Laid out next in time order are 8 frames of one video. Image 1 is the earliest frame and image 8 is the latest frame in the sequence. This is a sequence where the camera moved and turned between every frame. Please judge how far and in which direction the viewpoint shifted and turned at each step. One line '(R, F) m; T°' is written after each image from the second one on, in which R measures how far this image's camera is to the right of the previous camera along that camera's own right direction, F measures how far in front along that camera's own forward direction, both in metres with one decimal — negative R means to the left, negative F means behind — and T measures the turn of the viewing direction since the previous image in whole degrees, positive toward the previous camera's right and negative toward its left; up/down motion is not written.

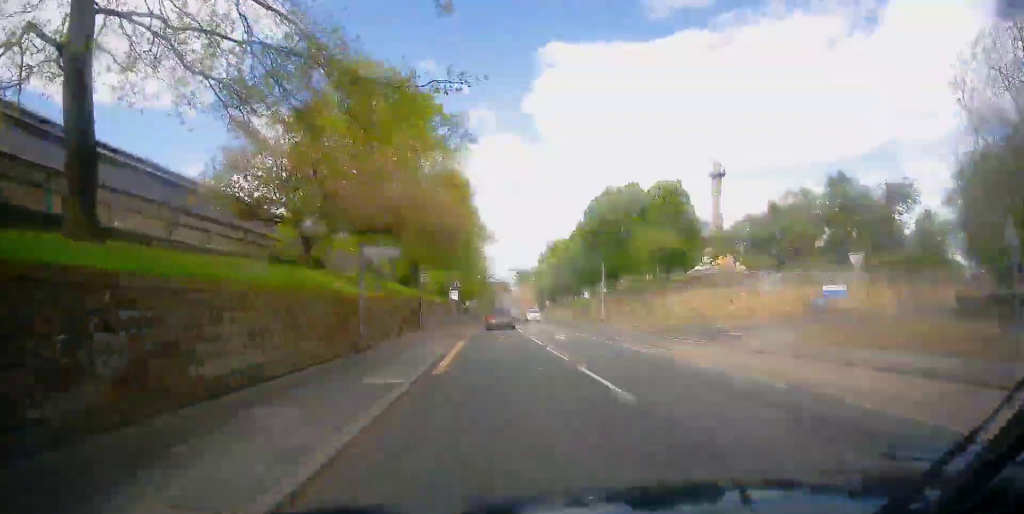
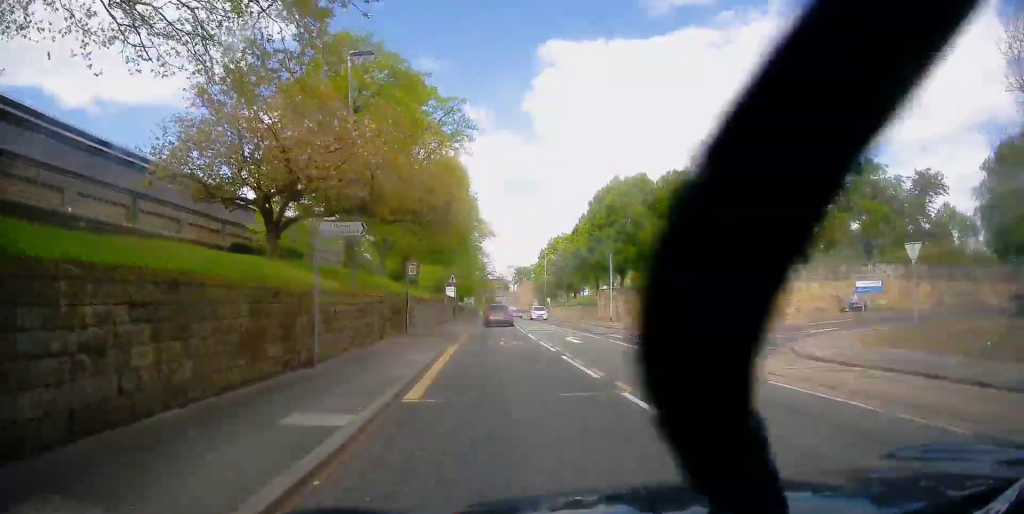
(0.0, +4.0) m; +1°
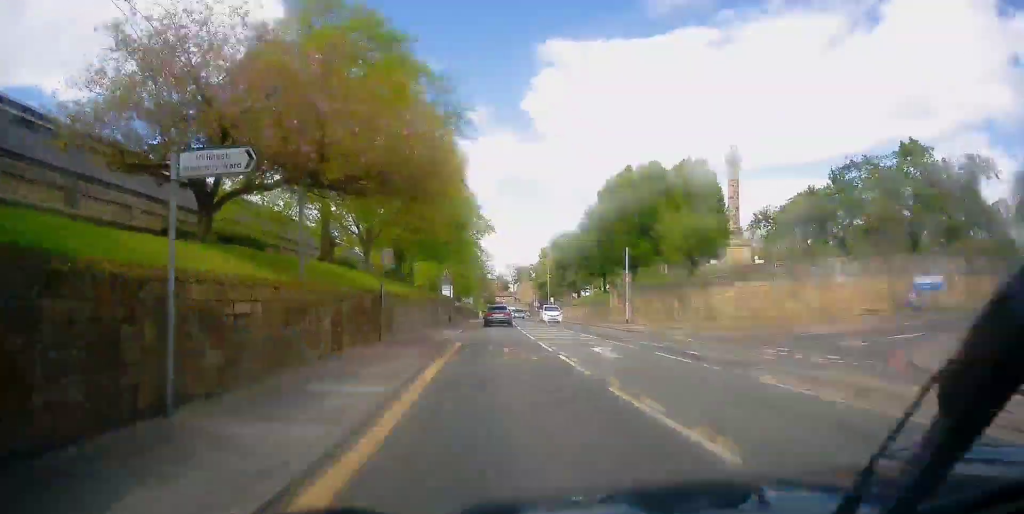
(+0.2, +5.5) m; +3°
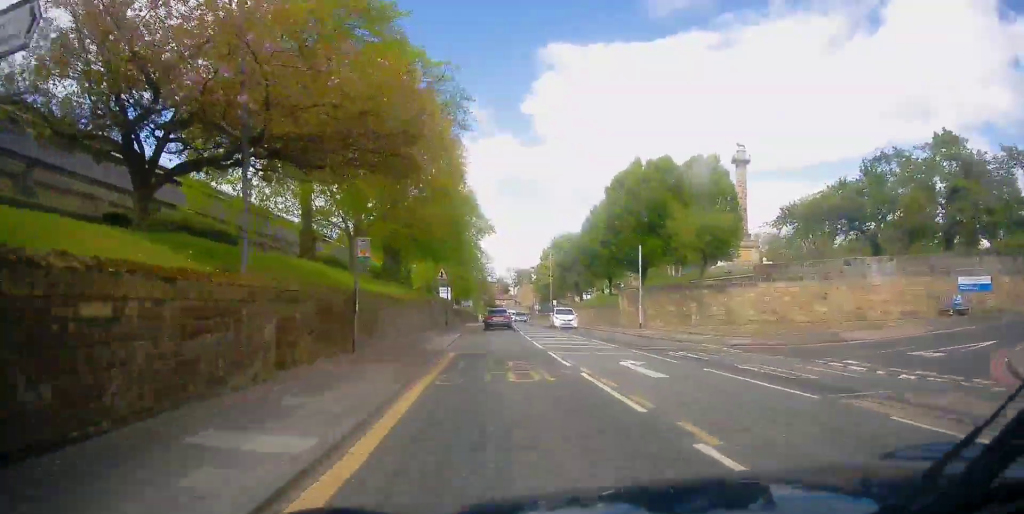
(0.0, +3.7) m; +1°
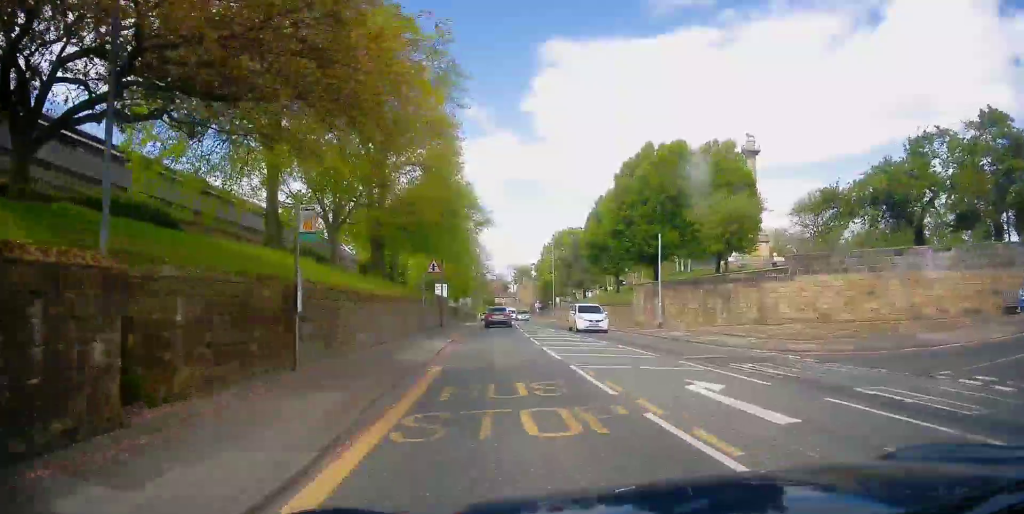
(0.0, +4.3) m; +1°
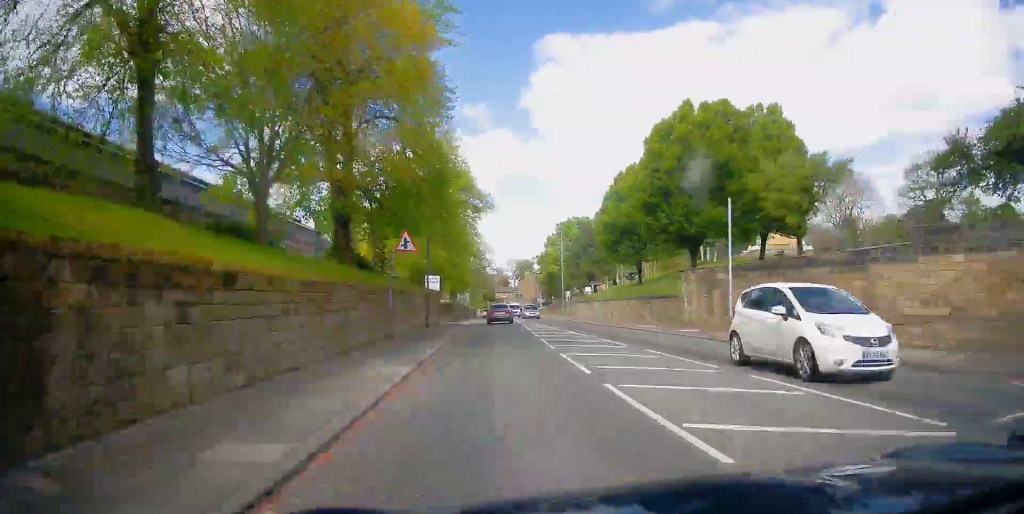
(0.0, +9.5) m; -2°
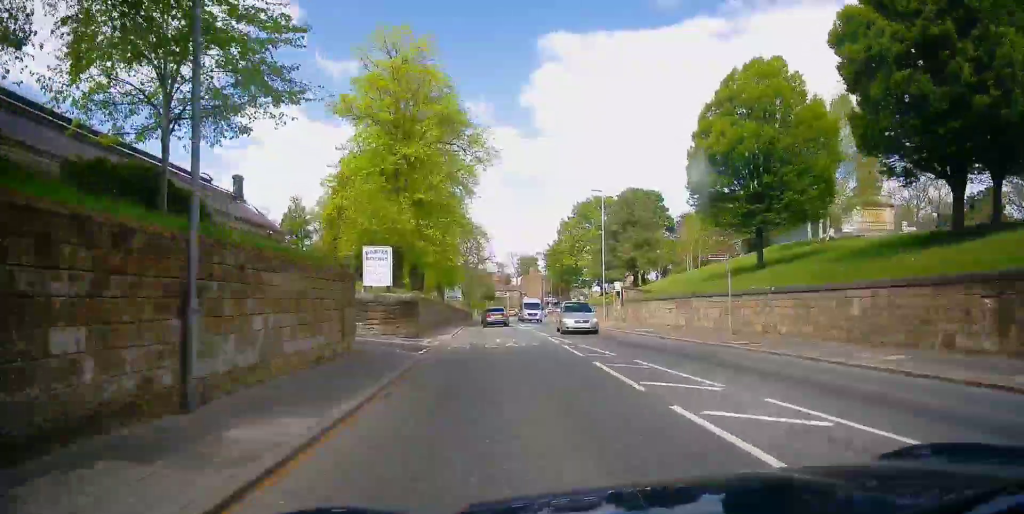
(+1.7, +23.8) m; +2°
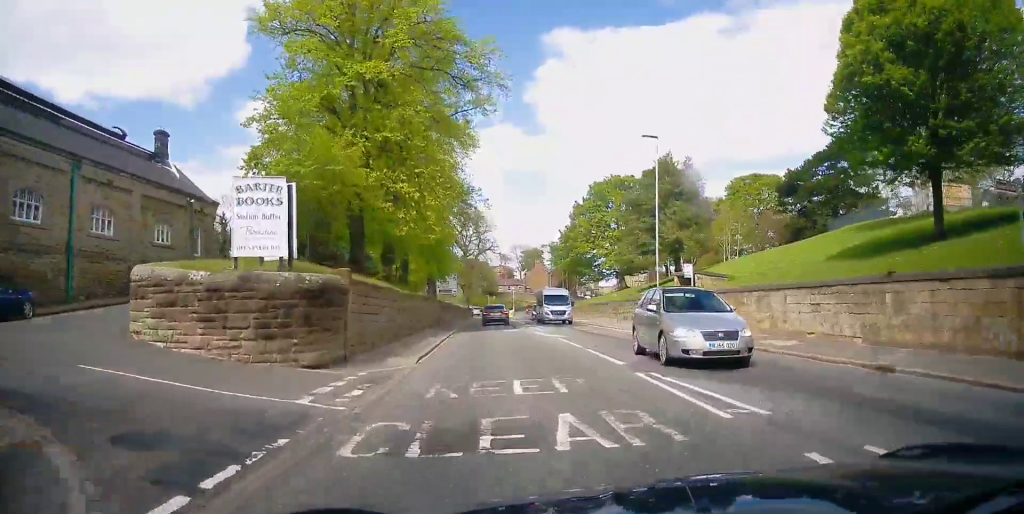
(-1.4, +15.1) m; -2°
